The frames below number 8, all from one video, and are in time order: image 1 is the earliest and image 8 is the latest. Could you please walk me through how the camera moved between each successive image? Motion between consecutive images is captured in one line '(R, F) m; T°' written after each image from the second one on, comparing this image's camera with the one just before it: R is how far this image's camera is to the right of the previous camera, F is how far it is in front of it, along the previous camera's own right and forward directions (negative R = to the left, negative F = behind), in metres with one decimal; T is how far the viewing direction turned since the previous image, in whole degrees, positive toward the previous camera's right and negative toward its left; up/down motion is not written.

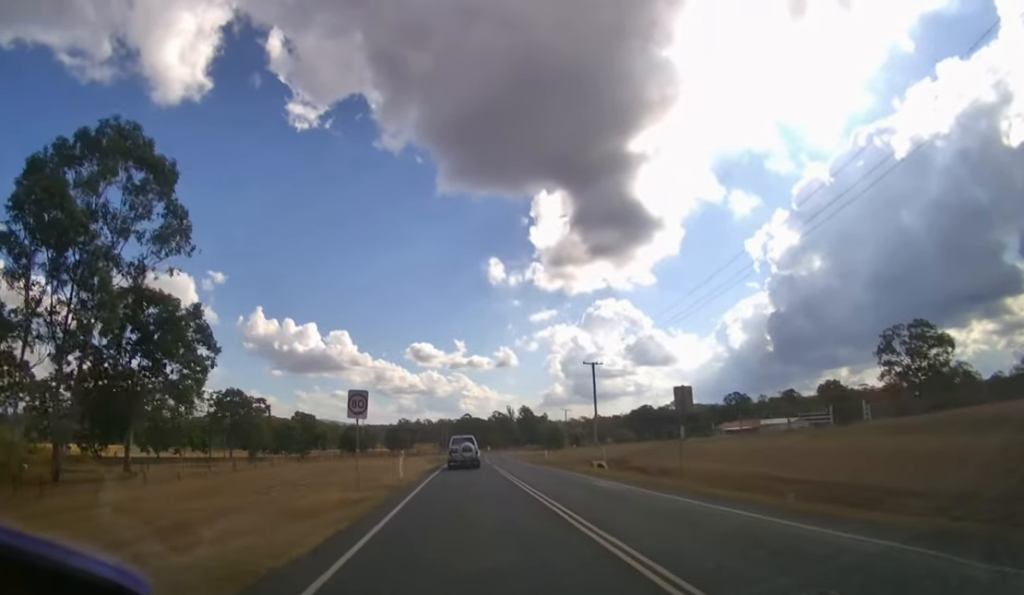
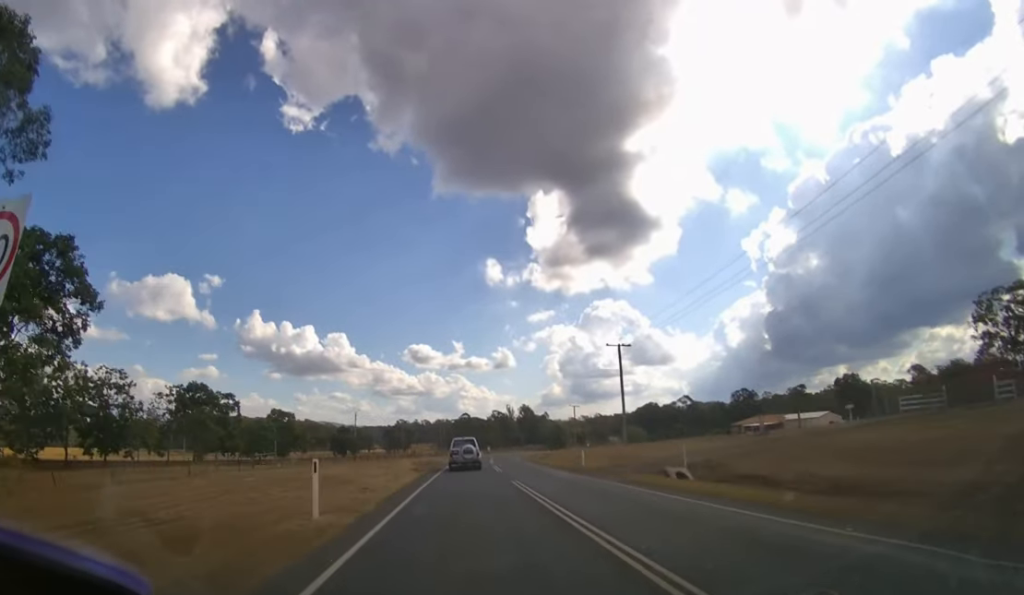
(0.0, +14.4) m; 0°
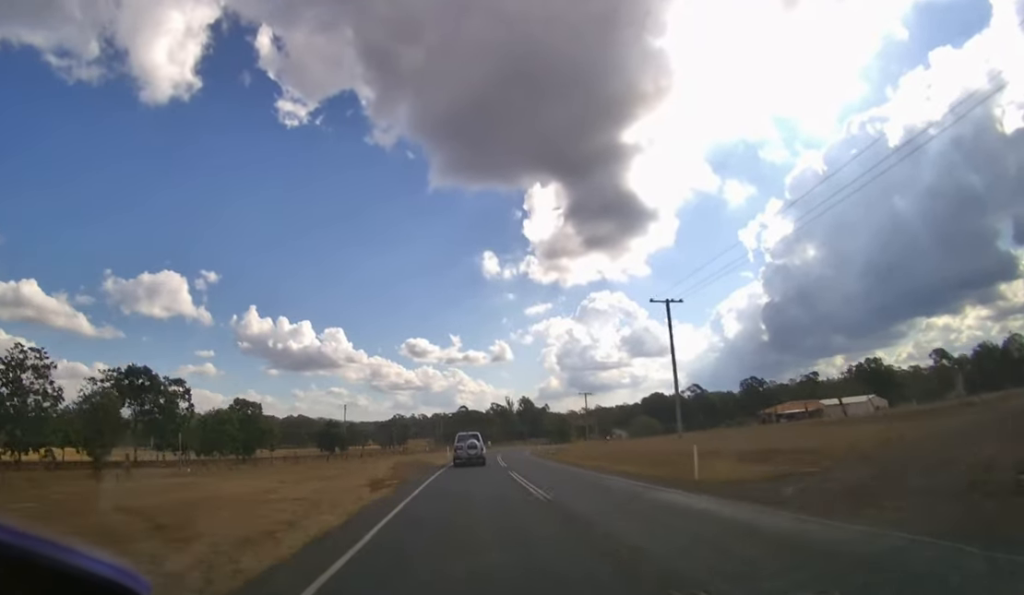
(+0.1, +15.6) m; +1°
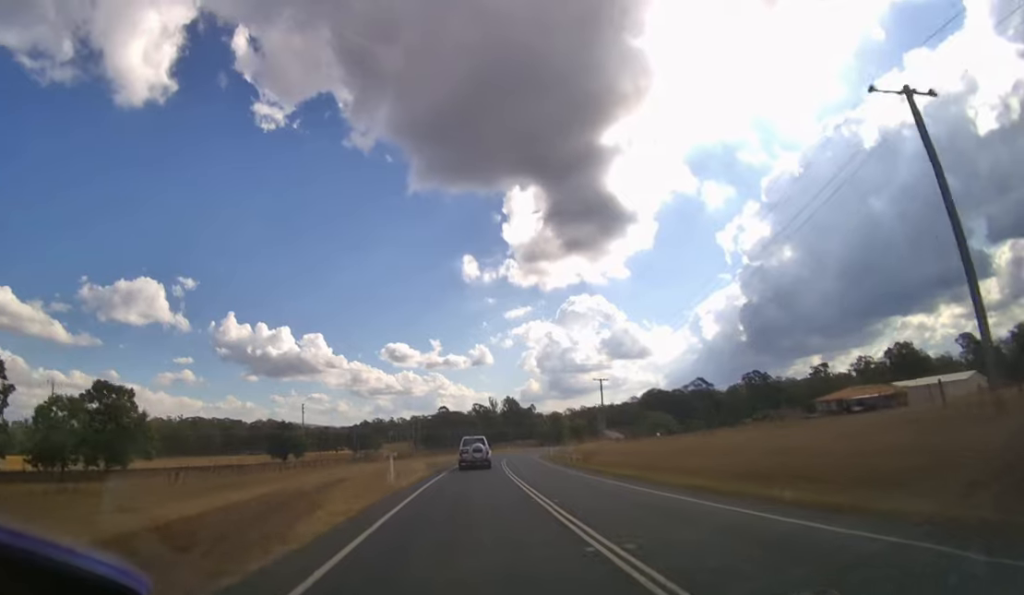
(+0.4, +27.9) m; +2°
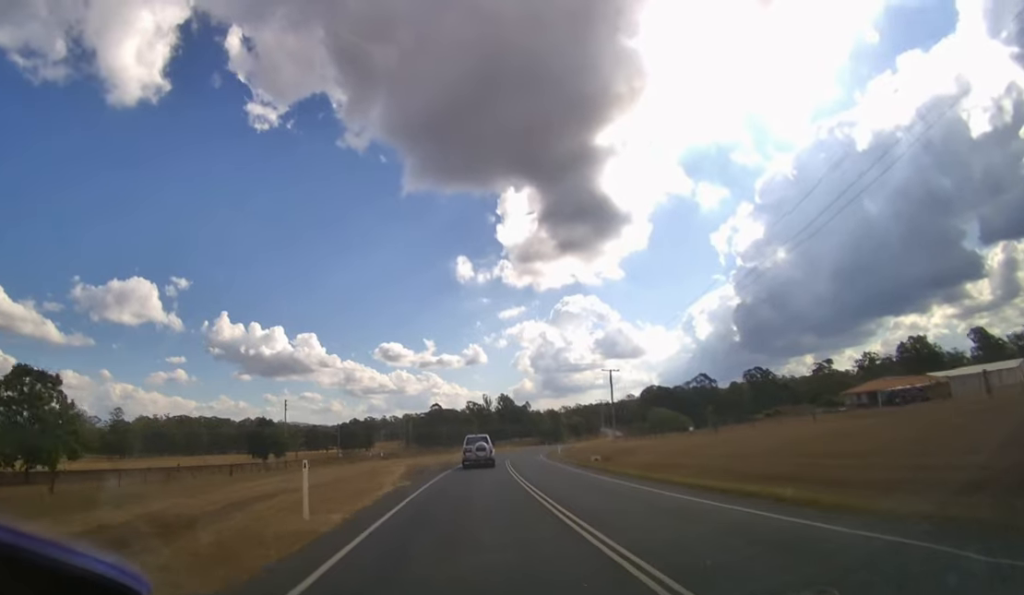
(0.0, +8.8) m; +1°
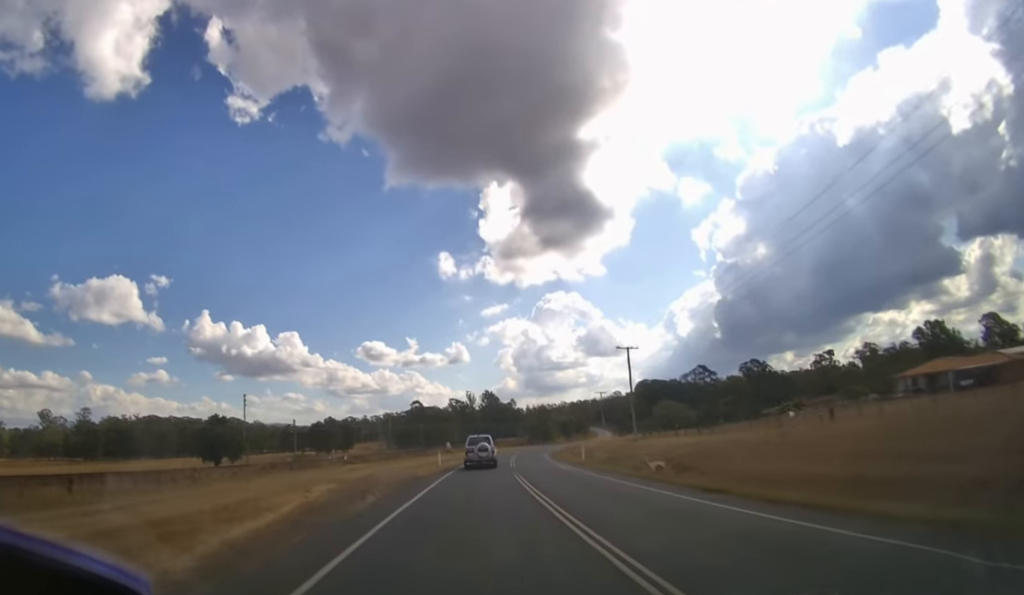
(+0.2, +15.6) m; +2°
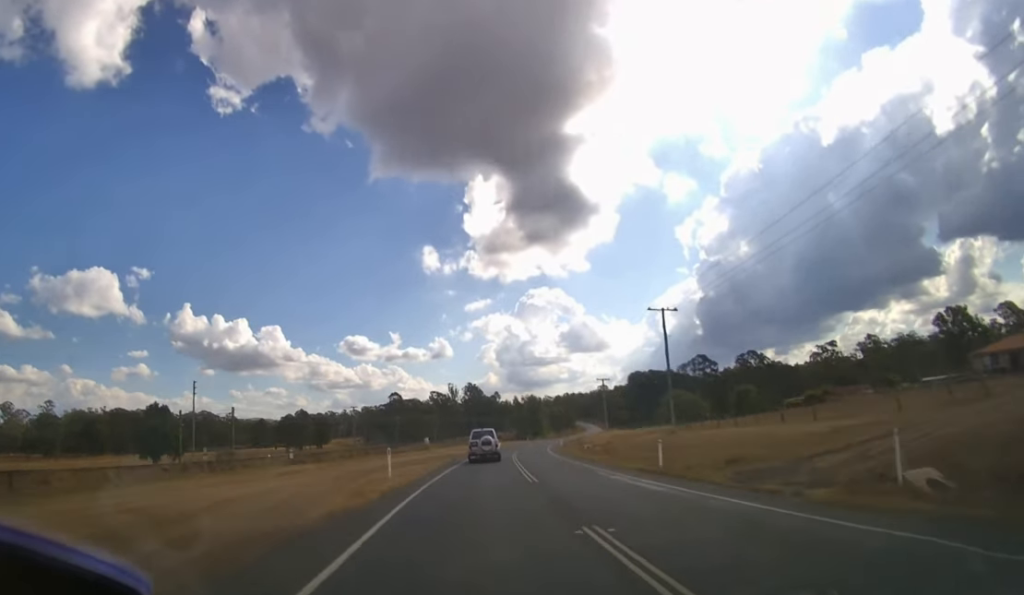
(+0.3, +14.5) m; +2°
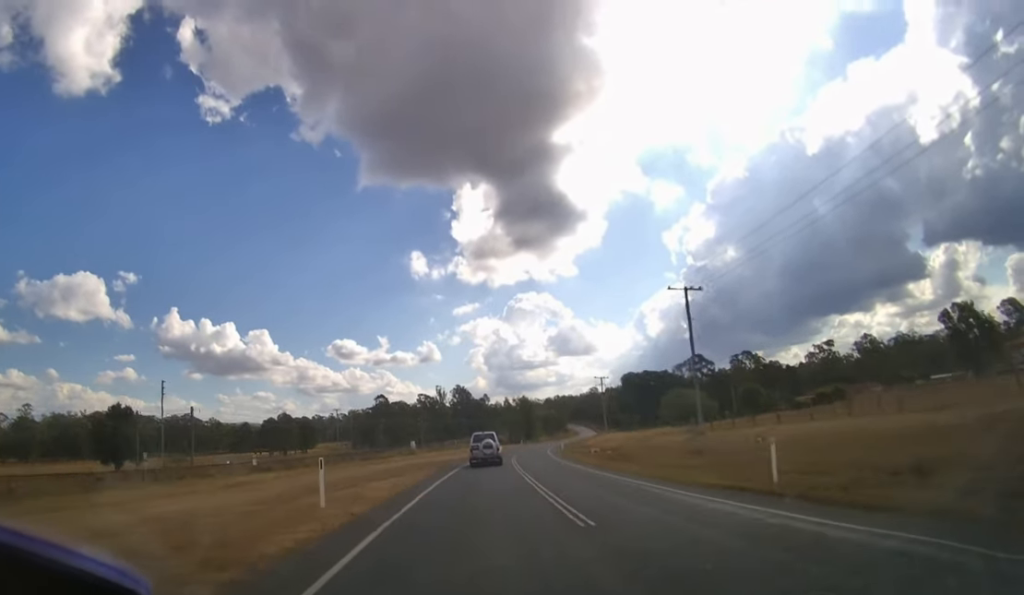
(+0.1, +6.3) m; +1°
